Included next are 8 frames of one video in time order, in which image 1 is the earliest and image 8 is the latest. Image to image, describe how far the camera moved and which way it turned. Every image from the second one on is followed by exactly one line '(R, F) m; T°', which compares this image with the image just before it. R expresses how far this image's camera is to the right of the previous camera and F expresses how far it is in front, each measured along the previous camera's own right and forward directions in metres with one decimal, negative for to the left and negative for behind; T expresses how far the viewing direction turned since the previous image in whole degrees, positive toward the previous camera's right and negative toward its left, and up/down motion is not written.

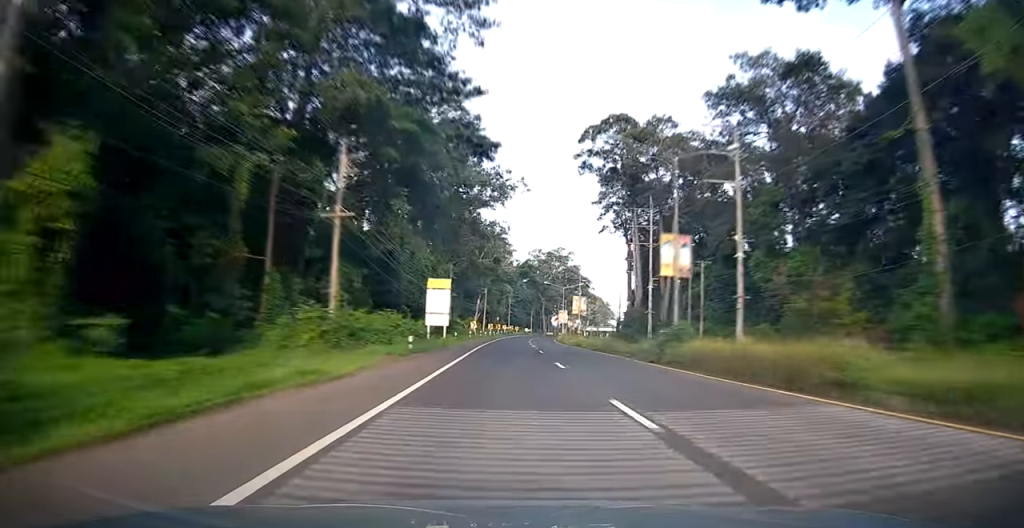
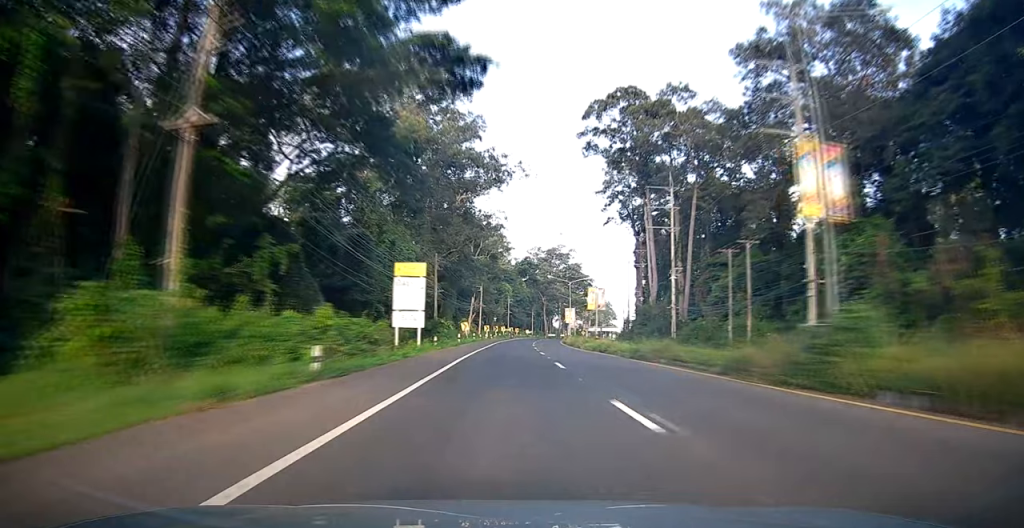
(0.0, +12.1) m; 0°
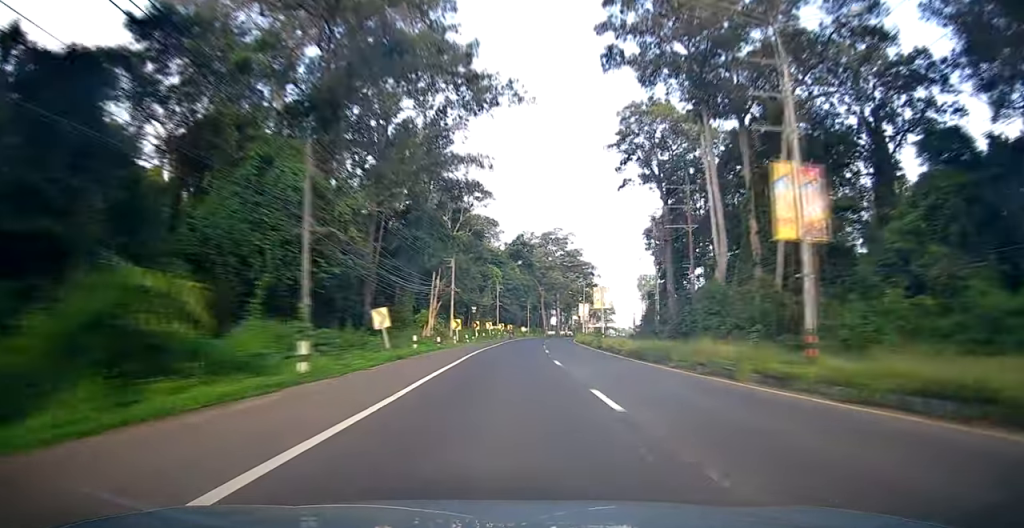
(0.0, +33.9) m; 0°
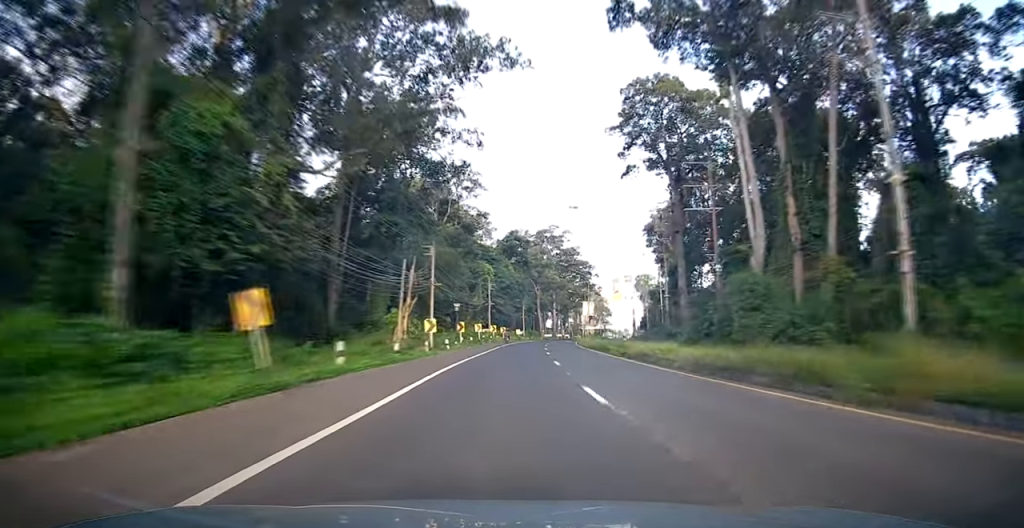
(+0.1, +10.9) m; 0°
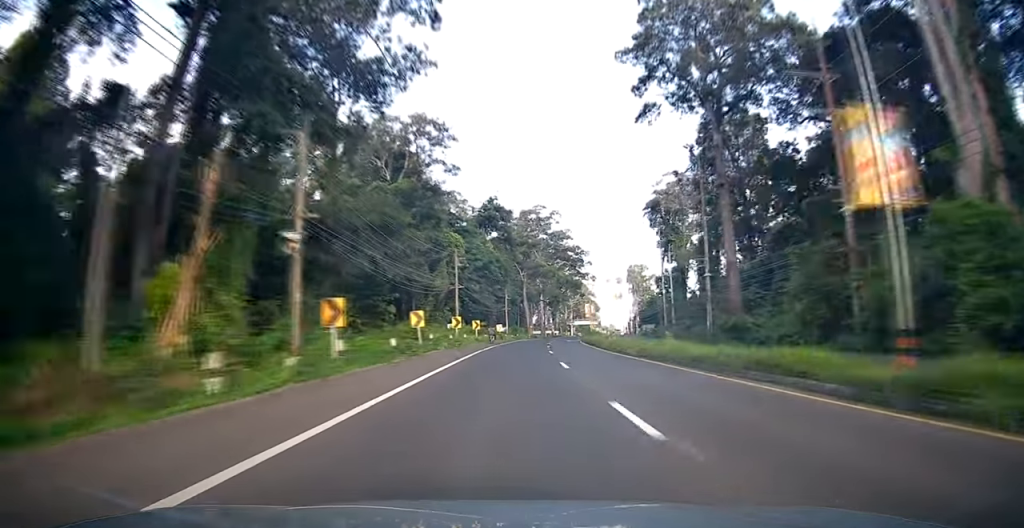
(+0.4, +27.9) m; +2°
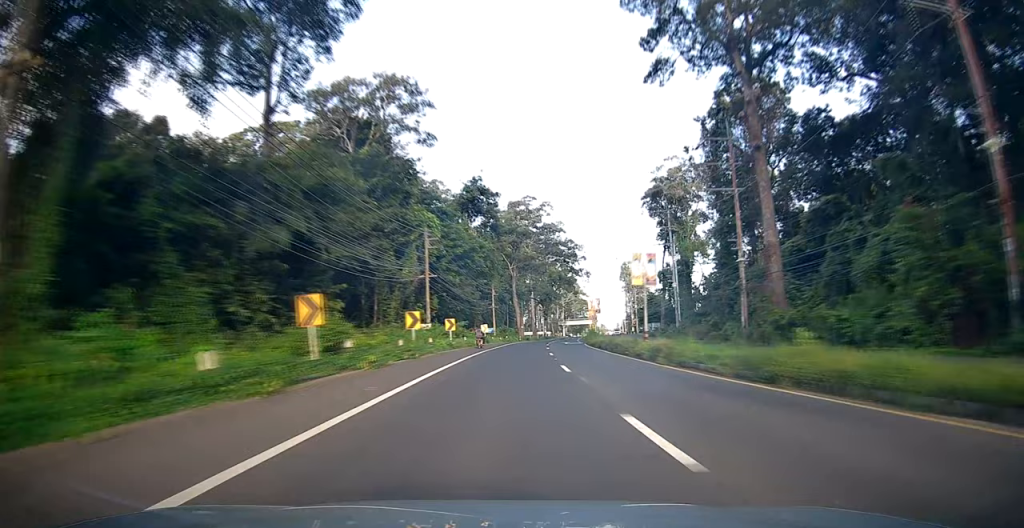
(+0.1, +13.5) m; +1°
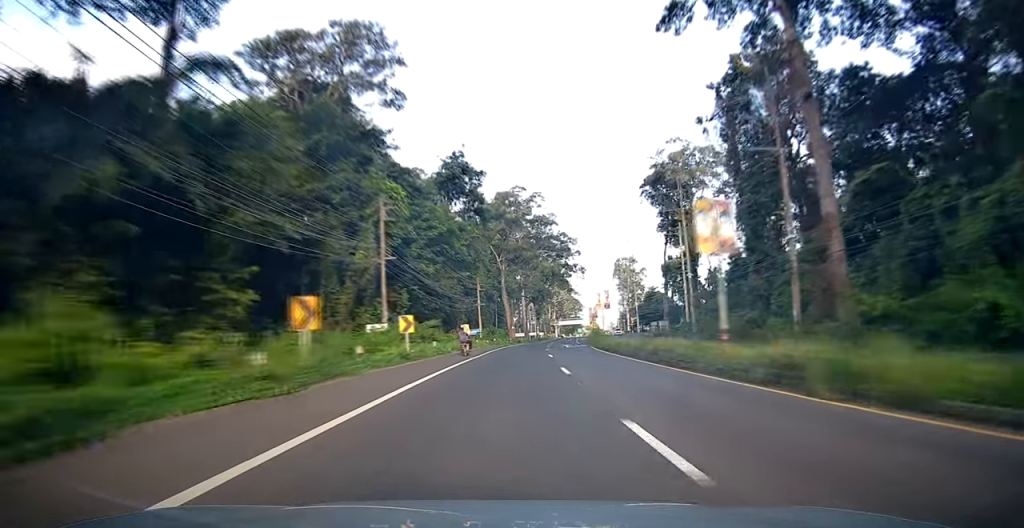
(+0.1, +12.7) m; +2°
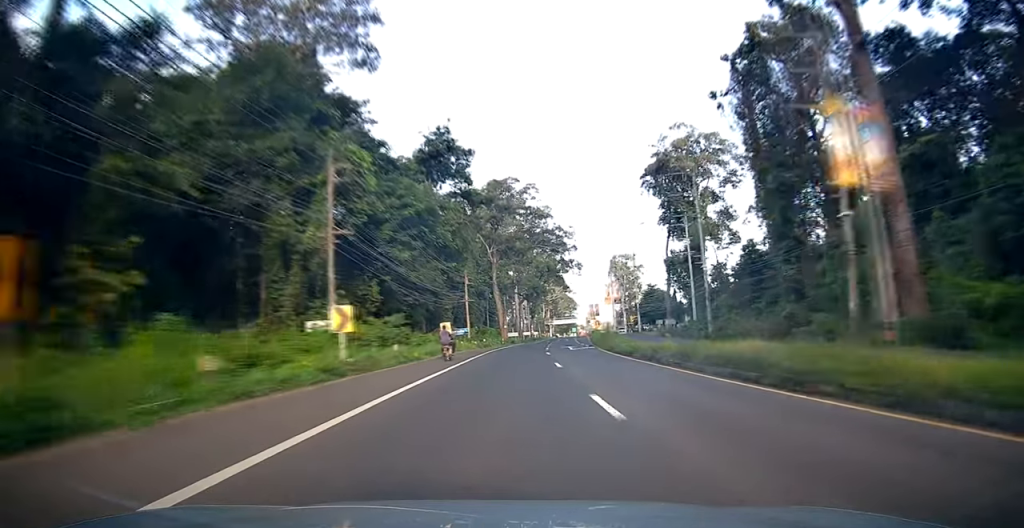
(+0.1, +8.6) m; +1°
